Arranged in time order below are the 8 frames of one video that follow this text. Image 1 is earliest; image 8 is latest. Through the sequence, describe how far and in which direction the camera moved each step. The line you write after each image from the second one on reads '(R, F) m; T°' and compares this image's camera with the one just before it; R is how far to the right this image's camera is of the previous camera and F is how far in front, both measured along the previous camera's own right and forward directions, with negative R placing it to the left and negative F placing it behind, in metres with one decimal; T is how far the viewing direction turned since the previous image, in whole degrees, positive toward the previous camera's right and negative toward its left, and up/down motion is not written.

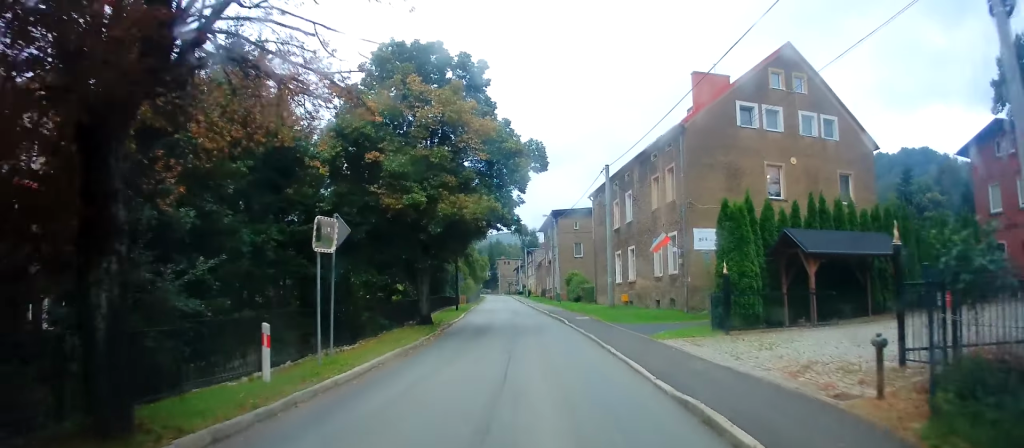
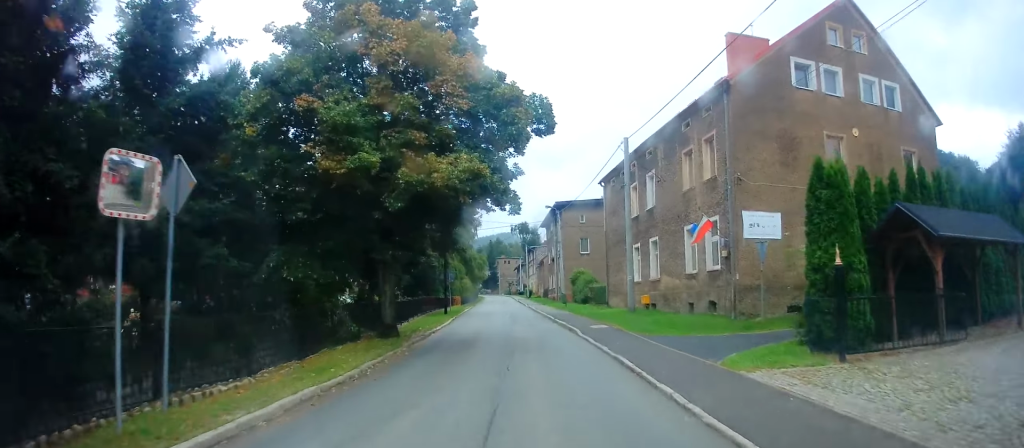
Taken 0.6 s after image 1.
(-0.2, +6.2) m; 0°
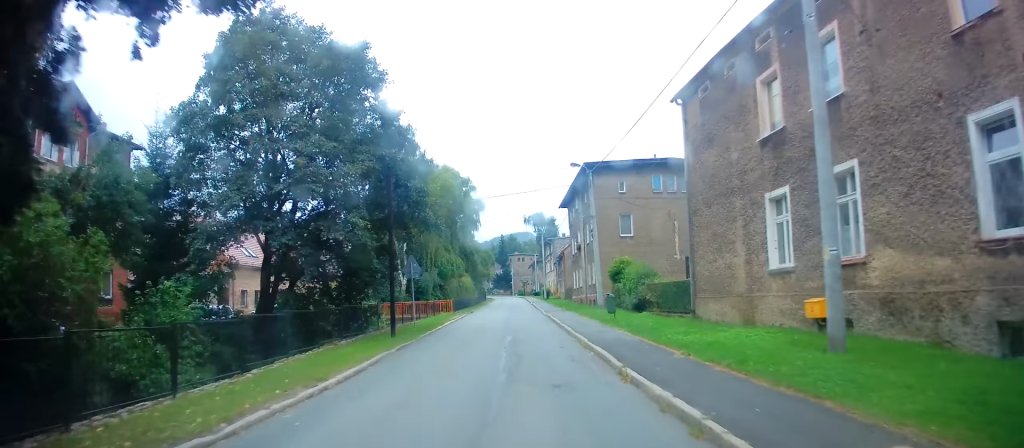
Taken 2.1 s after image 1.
(+0.2, +17.5) m; 0°
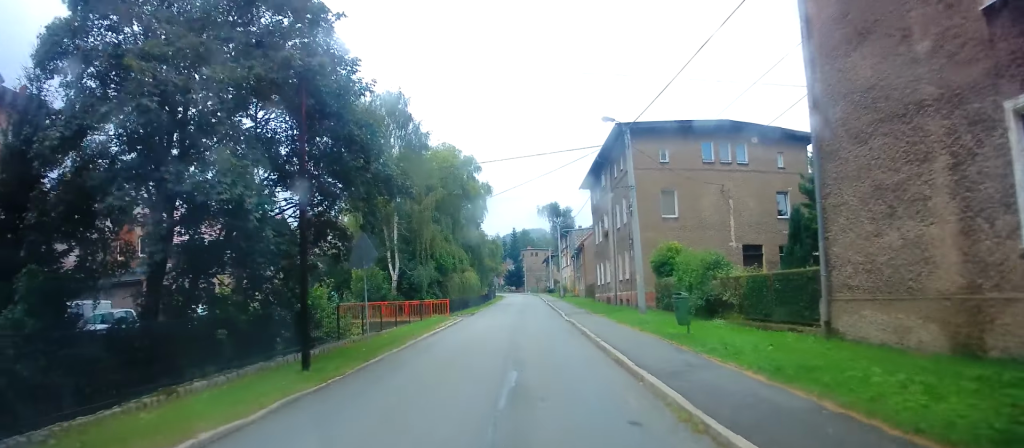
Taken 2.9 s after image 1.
(-0.2, +9.0) m; -3°
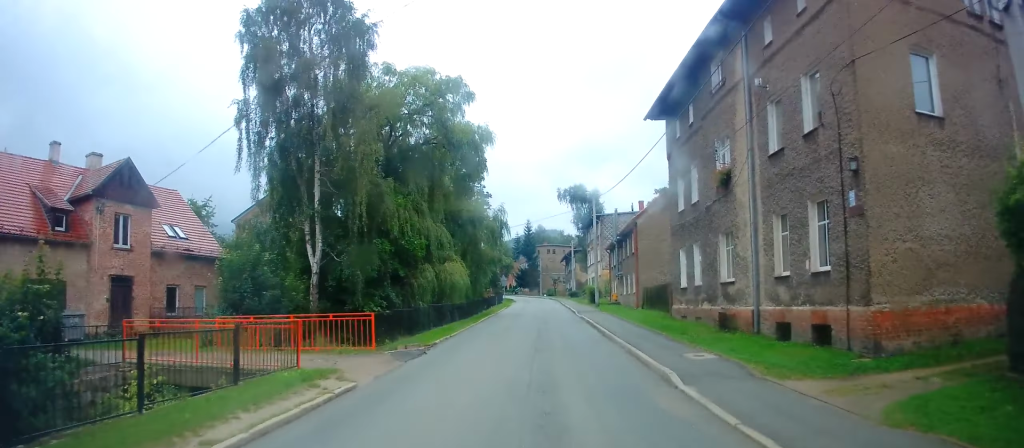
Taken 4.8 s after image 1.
(-0.1, +21.1) m; +1°
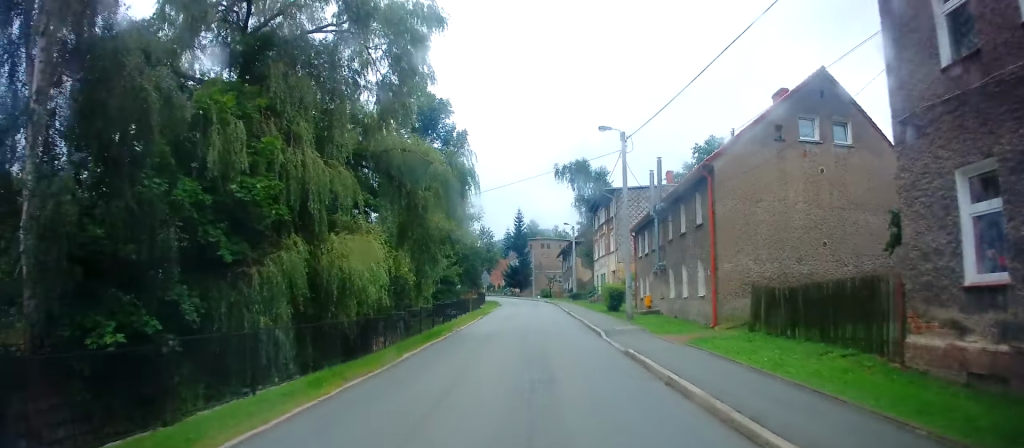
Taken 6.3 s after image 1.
(+0.1, +17.2) m; 0°
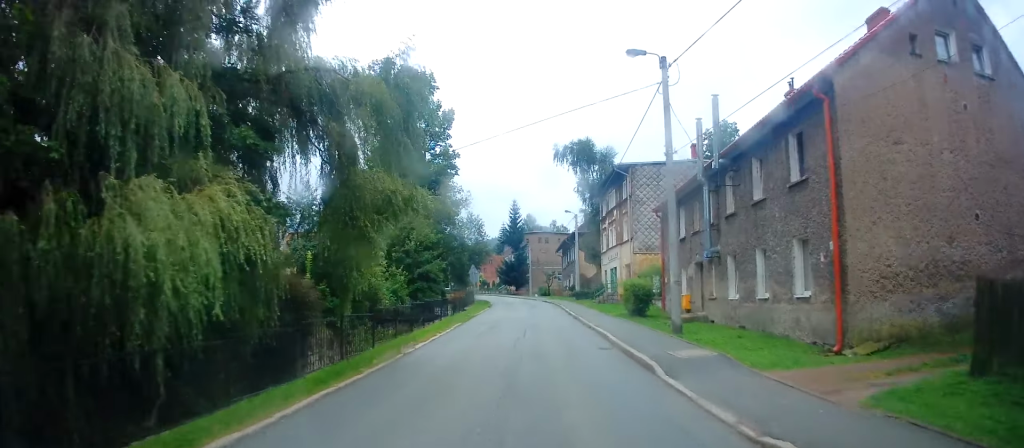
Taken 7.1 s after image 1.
(0.0, +8.8) m; 0°
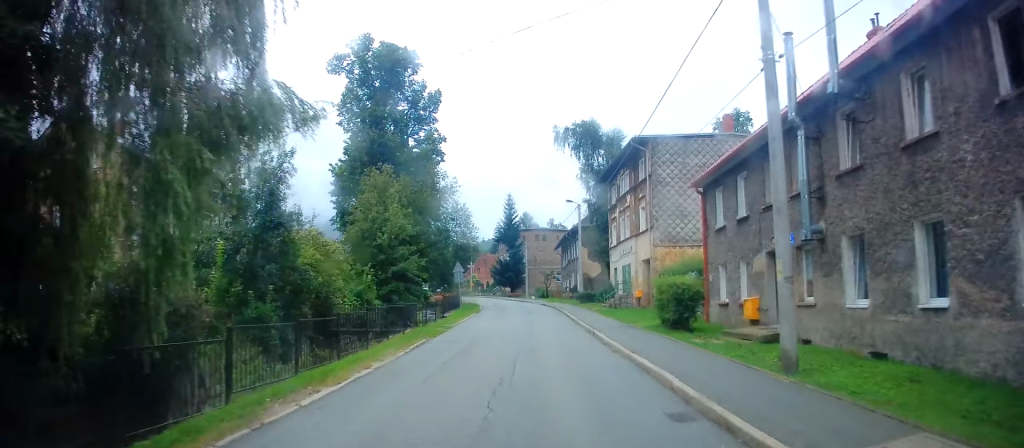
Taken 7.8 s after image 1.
(0.0, +7.6) m; -1°
